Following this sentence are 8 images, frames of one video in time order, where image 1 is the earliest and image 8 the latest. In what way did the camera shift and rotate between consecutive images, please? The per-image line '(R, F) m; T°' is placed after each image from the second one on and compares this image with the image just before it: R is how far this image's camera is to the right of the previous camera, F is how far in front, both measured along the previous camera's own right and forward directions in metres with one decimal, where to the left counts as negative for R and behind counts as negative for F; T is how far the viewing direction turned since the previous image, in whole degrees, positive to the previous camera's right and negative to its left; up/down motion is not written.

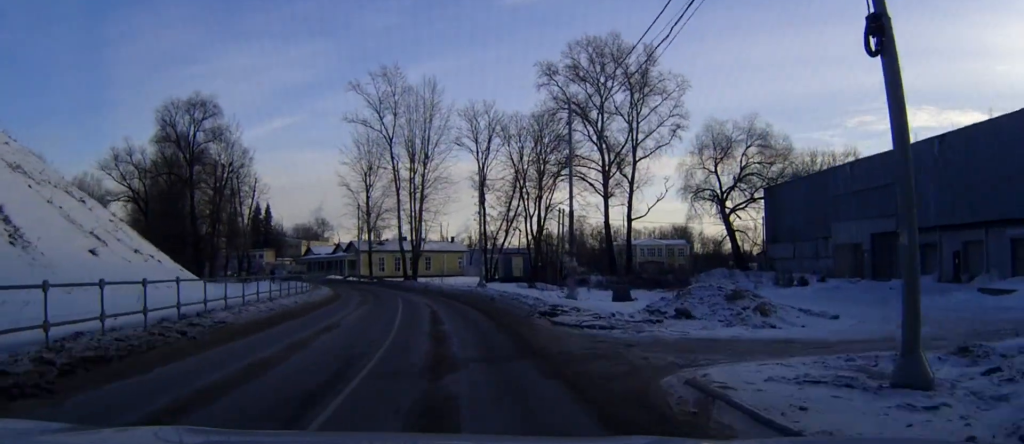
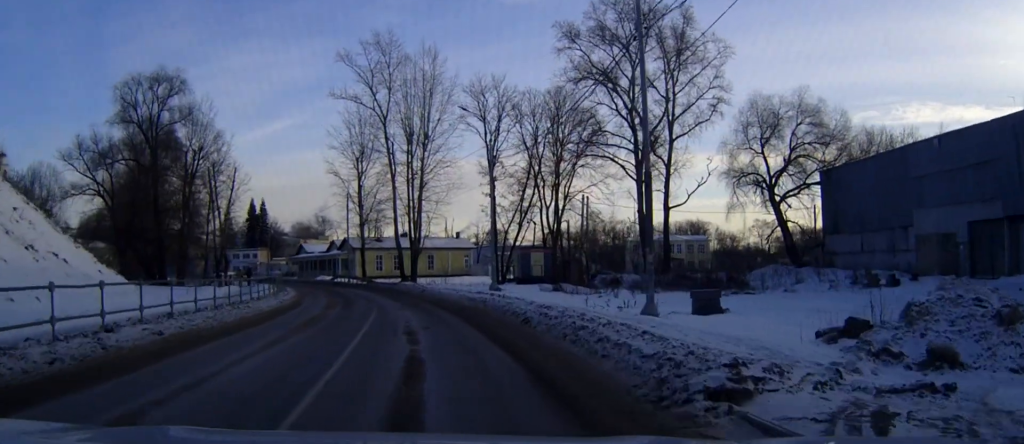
(0.0, +13.2) m; -1°
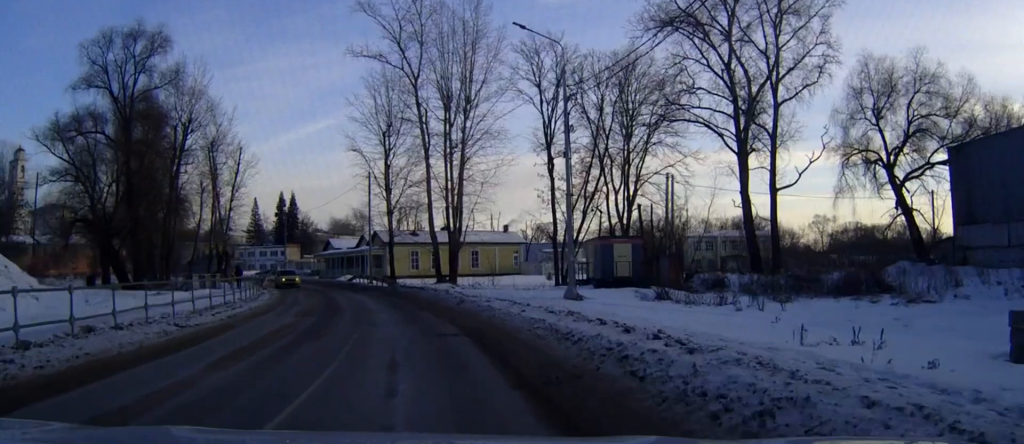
(-0.4, +16.2) m; -4°
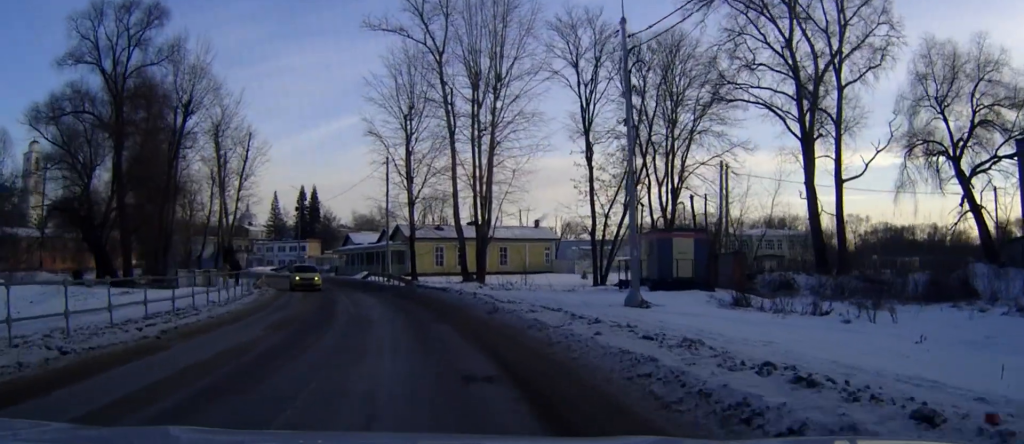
(-0.2, +6.5) m; -2°
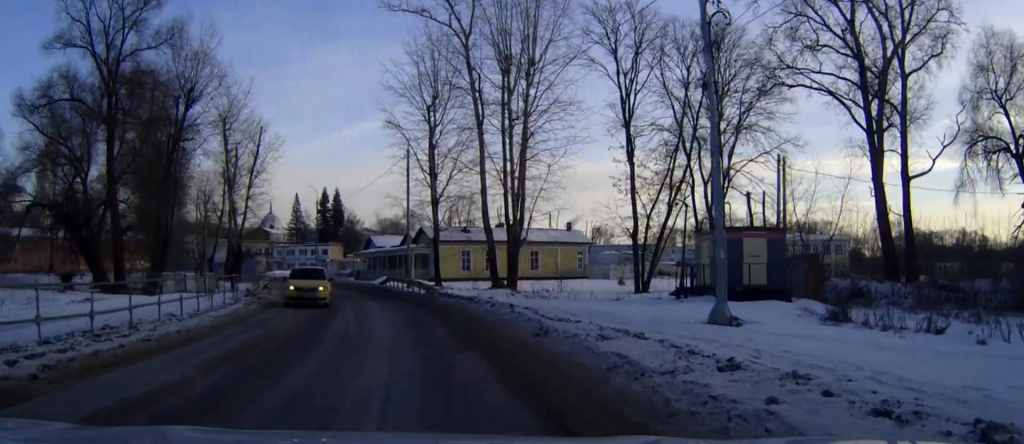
(-0.1, +5.6) m; -2°
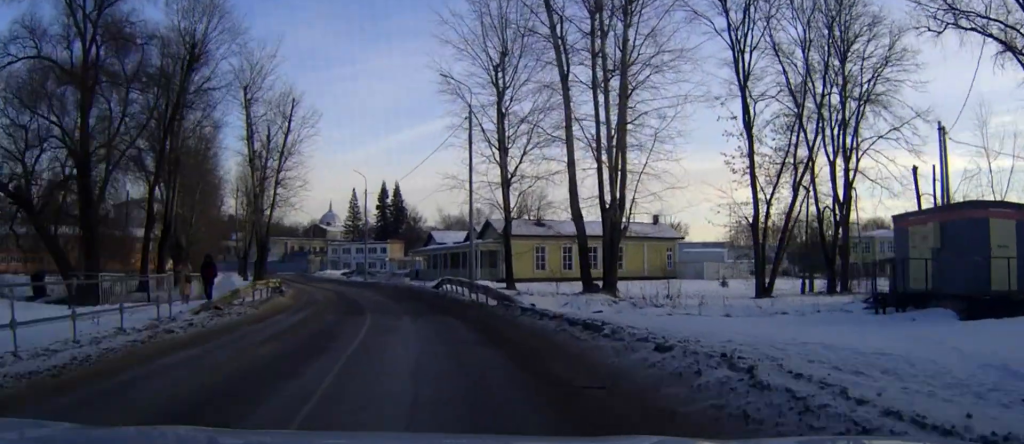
(-0.4, +12.0) m; -4°
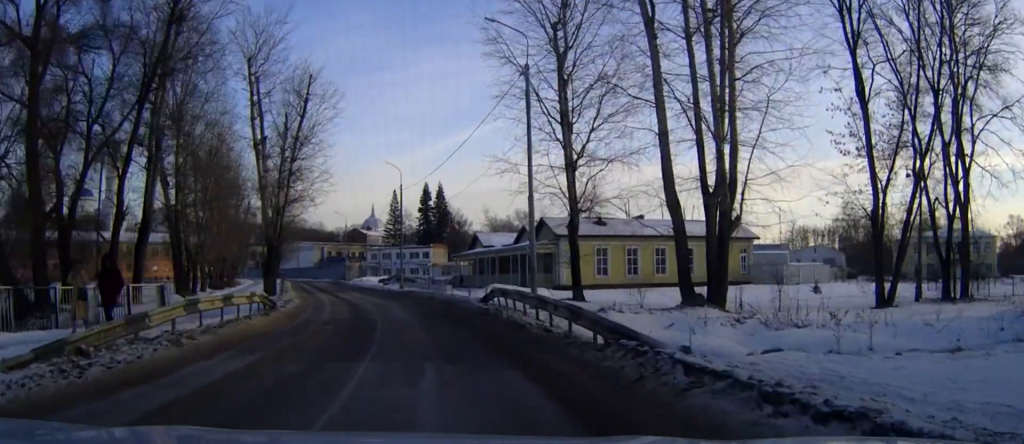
(-0.3, +9.5) m; -3°
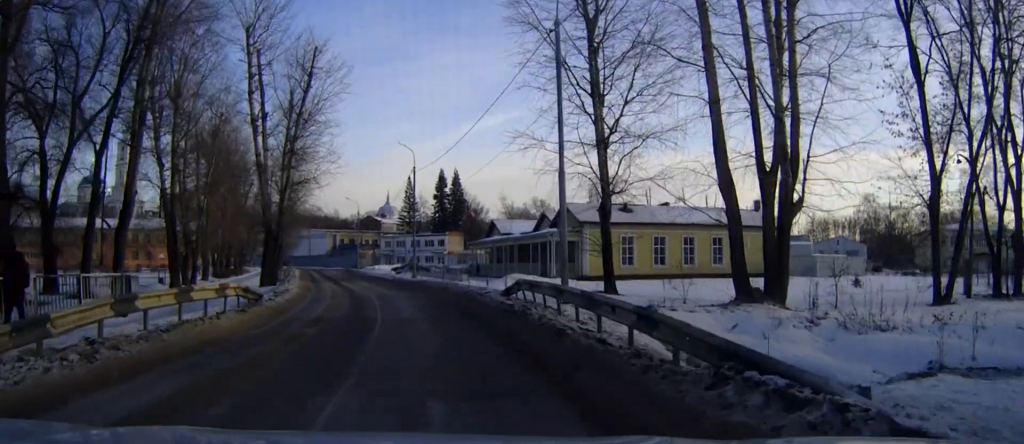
(0.0, +3.9) m; -1°
